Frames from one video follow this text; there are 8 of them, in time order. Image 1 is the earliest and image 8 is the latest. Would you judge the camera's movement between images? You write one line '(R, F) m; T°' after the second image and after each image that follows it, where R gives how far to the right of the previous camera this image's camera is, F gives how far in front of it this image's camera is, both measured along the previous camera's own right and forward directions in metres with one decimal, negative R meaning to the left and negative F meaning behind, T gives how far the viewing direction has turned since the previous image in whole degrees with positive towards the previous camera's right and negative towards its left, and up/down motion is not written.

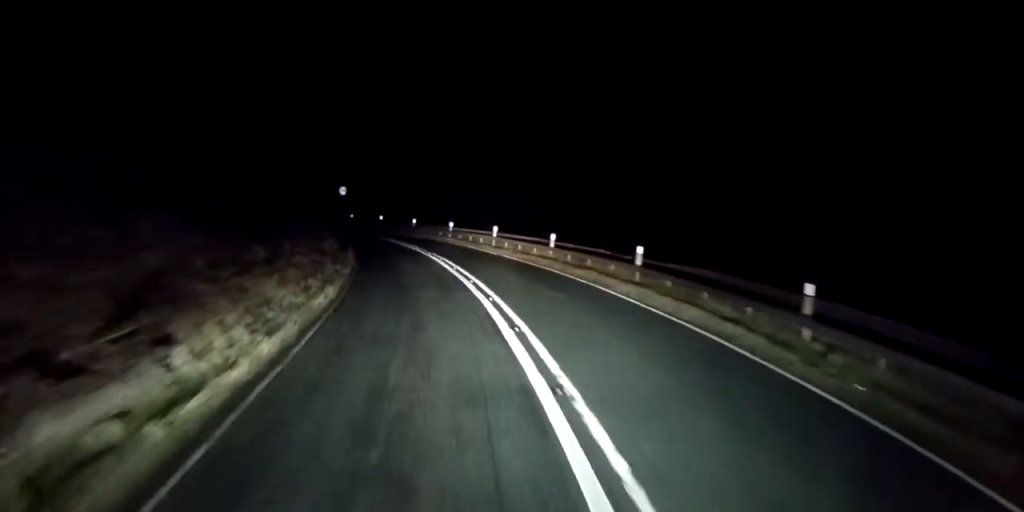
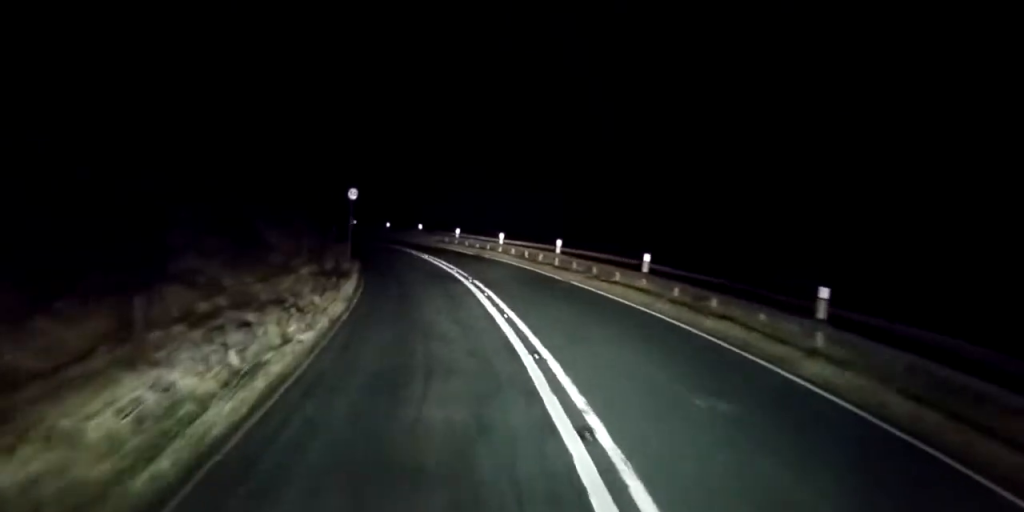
(0.0, +8.8) m; 0°
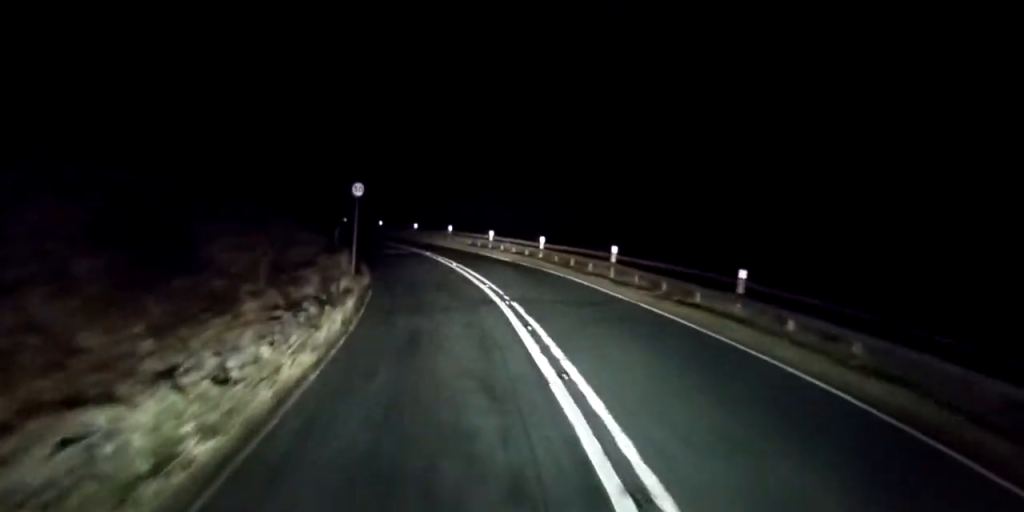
(0.0, +5.2) m; 0°
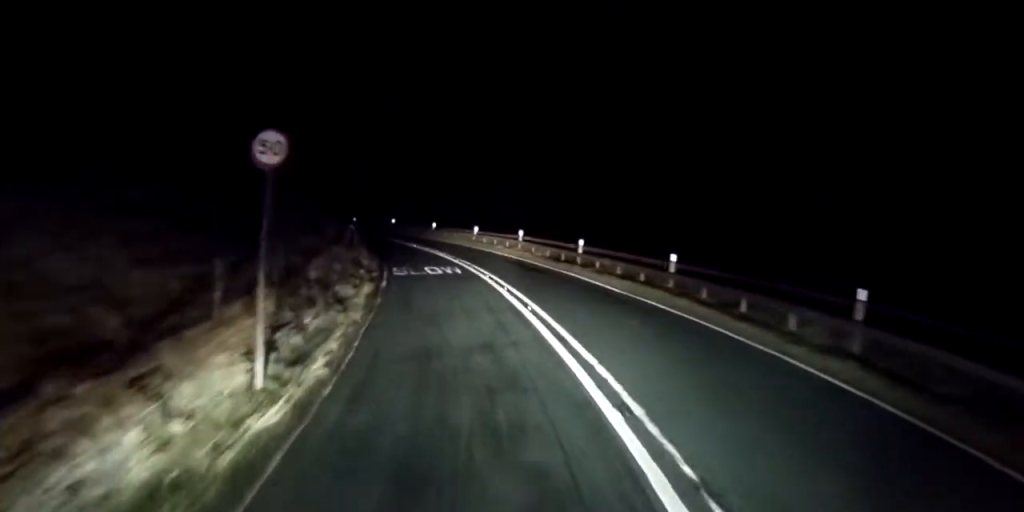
(0.0, +12.8) m; 0°
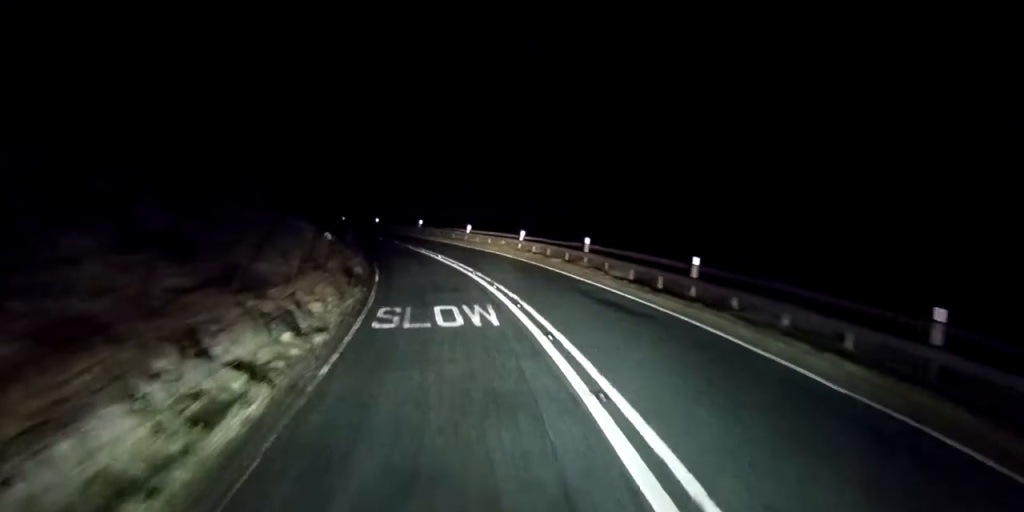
(0.0, +11.1) m; 0°
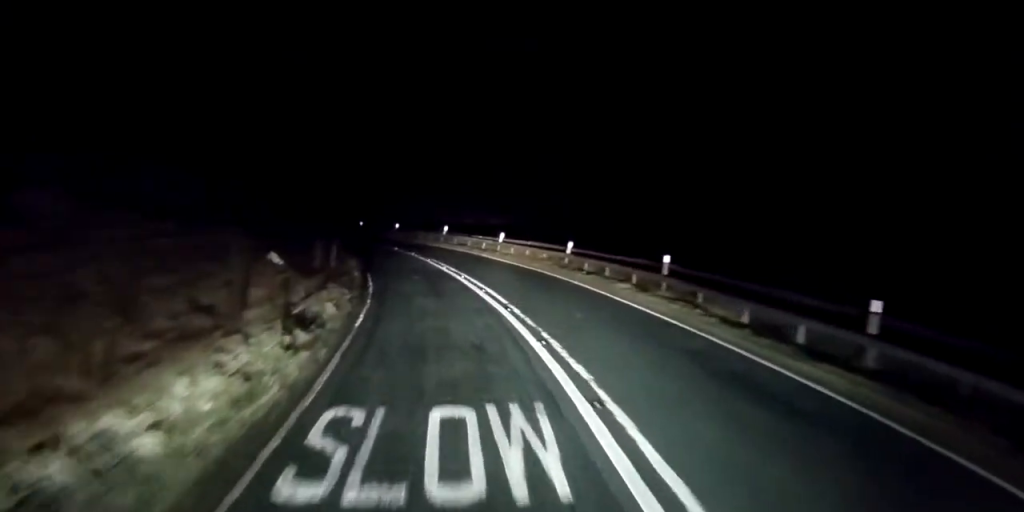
(0.0, +7.5) m; 0°
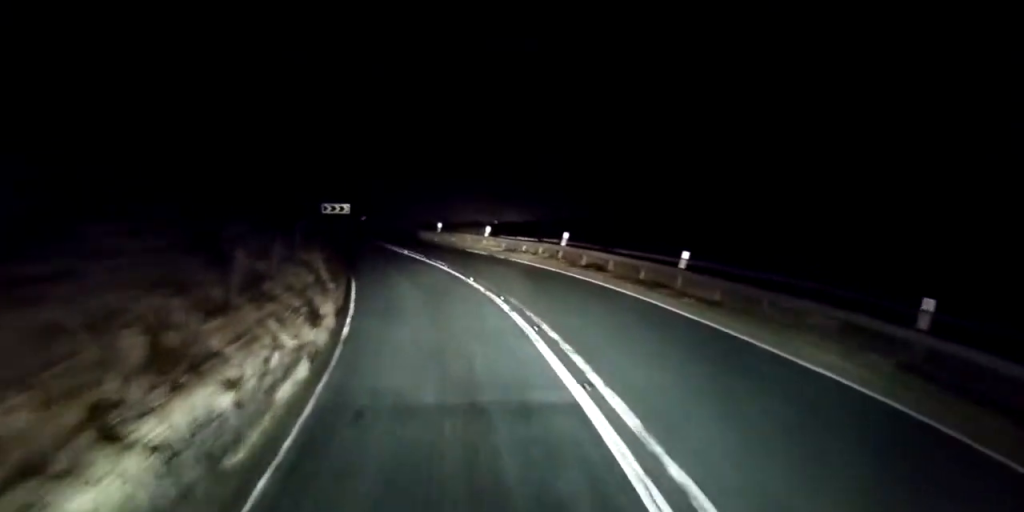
(0.0, +18.3) m; 0°
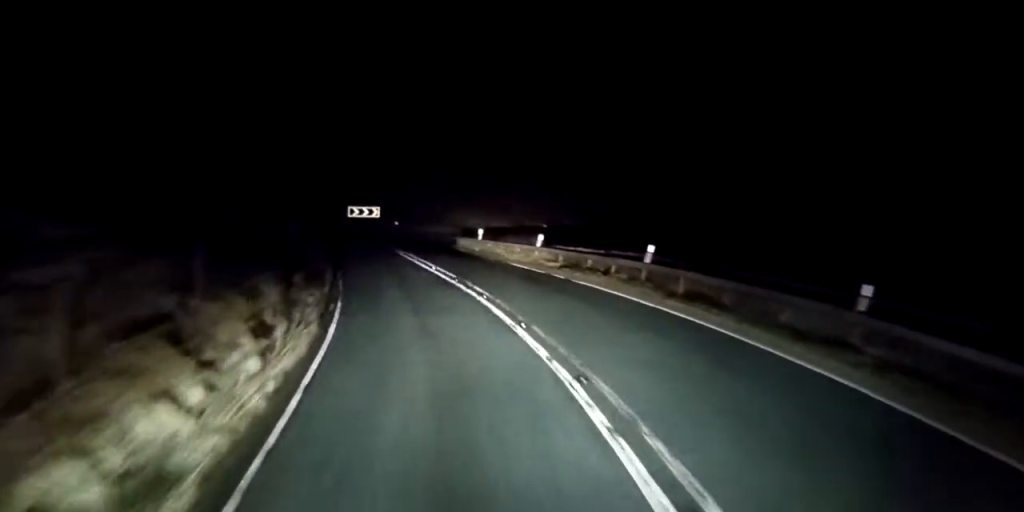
(0.0, +7.1) m; 0°
